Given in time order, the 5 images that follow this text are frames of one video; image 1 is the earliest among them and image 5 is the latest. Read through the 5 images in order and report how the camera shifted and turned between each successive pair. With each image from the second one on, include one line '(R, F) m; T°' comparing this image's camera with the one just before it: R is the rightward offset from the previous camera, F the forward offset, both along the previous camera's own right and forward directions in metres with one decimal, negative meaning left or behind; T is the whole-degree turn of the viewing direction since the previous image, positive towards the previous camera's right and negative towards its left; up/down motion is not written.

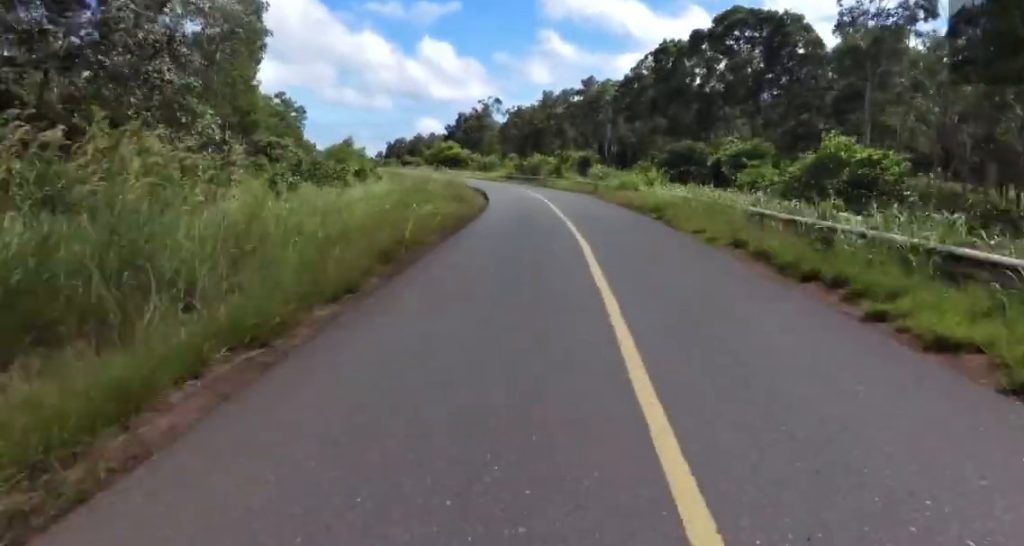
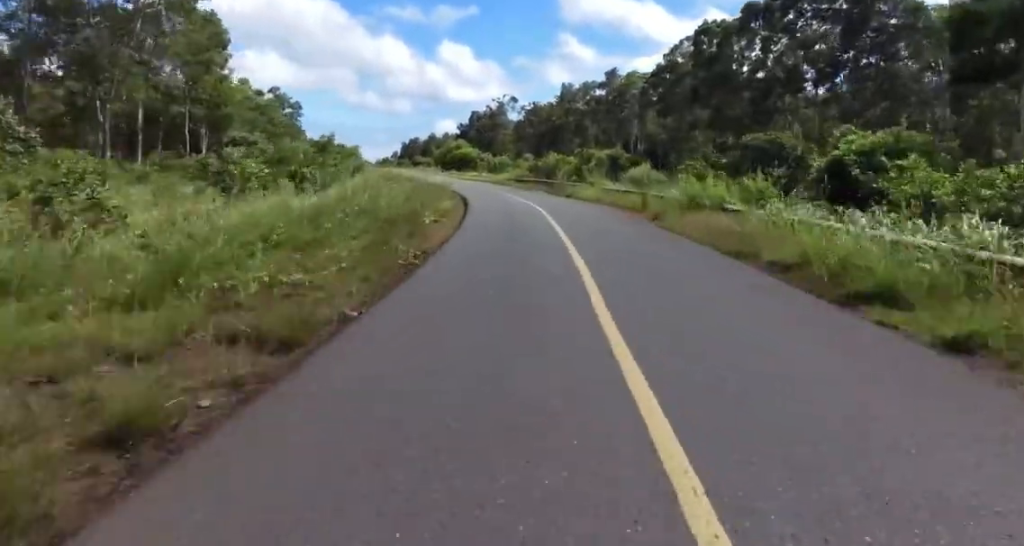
(-0.6, +13.2) m; -2°
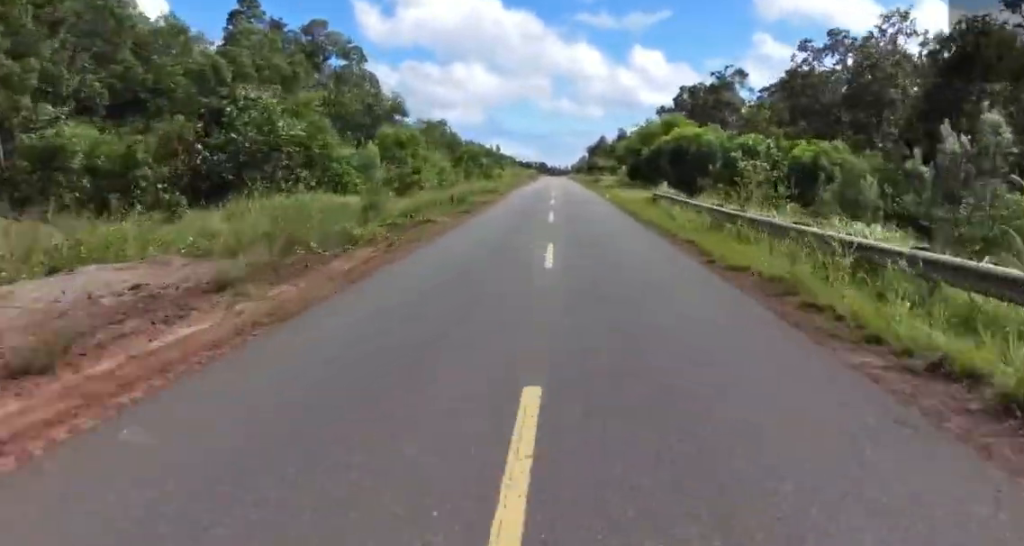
(-2.9, +71.9) m; -6°
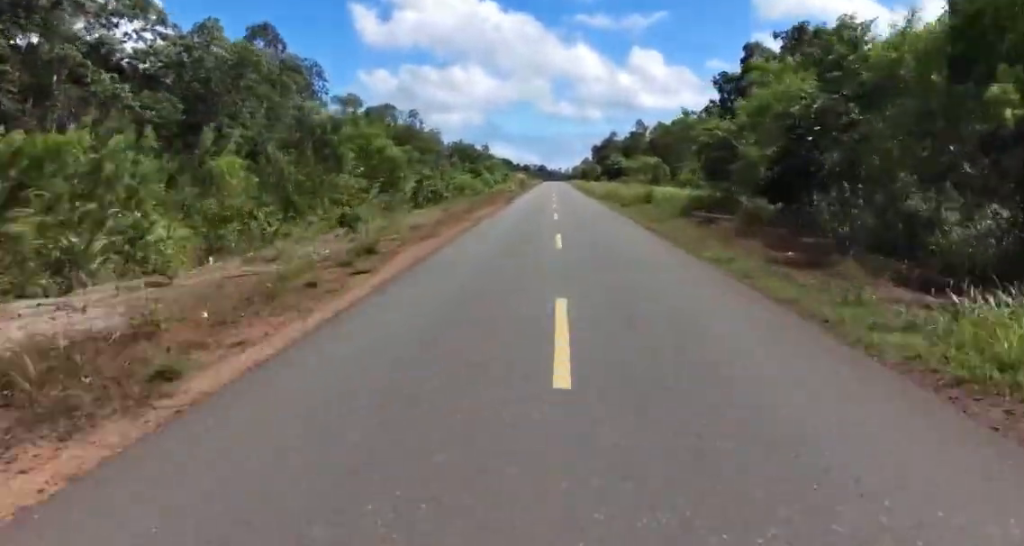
(-3.5, +46.7) m; -6°
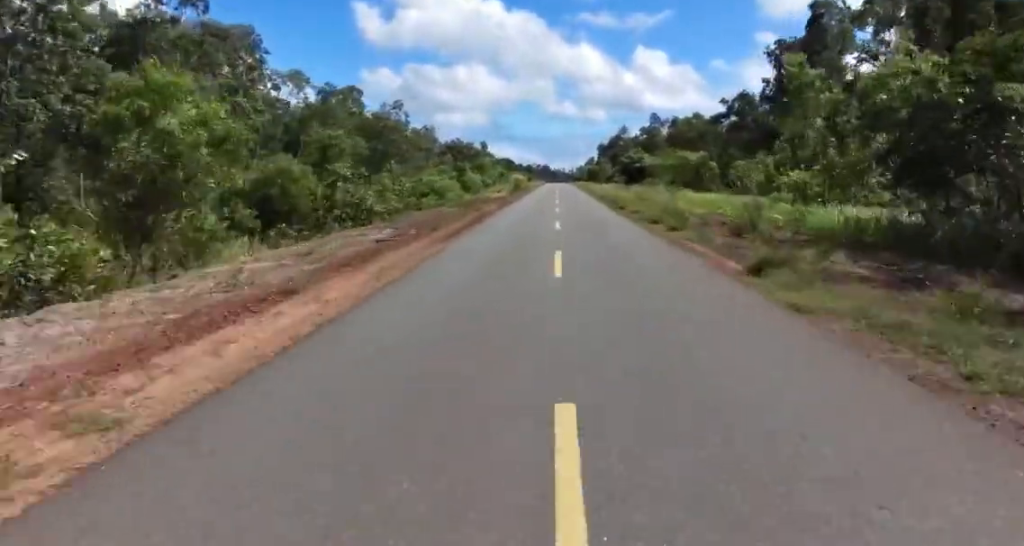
(0.0, +20.1) m; +1°
